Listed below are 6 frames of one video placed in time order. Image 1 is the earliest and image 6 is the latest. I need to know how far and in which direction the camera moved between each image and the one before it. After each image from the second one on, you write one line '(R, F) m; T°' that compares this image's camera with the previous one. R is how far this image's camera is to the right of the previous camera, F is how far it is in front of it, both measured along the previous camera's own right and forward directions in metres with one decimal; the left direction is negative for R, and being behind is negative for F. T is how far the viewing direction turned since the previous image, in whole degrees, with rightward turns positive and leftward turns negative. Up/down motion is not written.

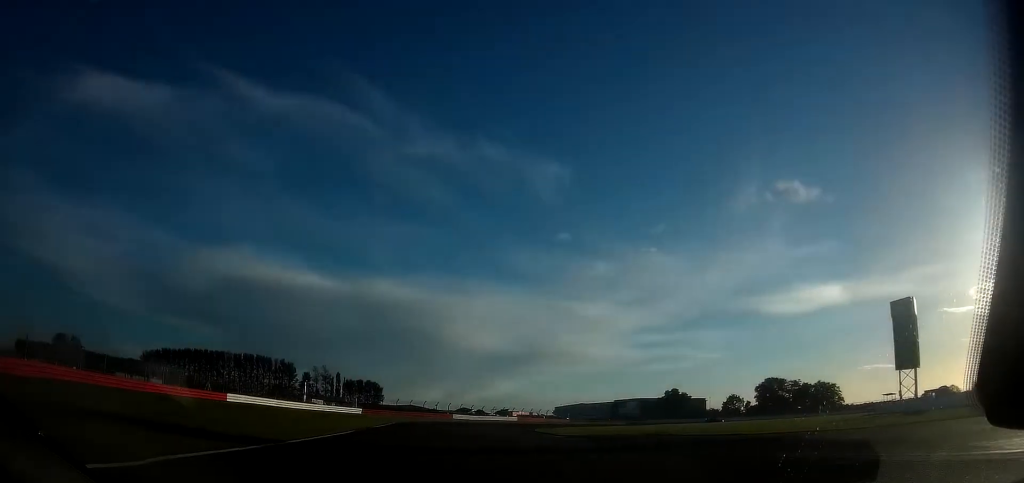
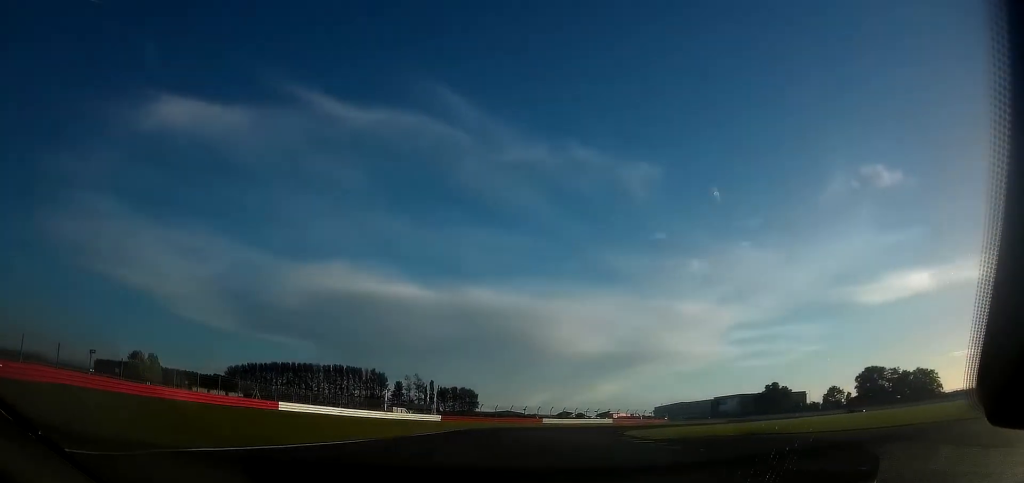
(-0.9, +10.4) m; -5°
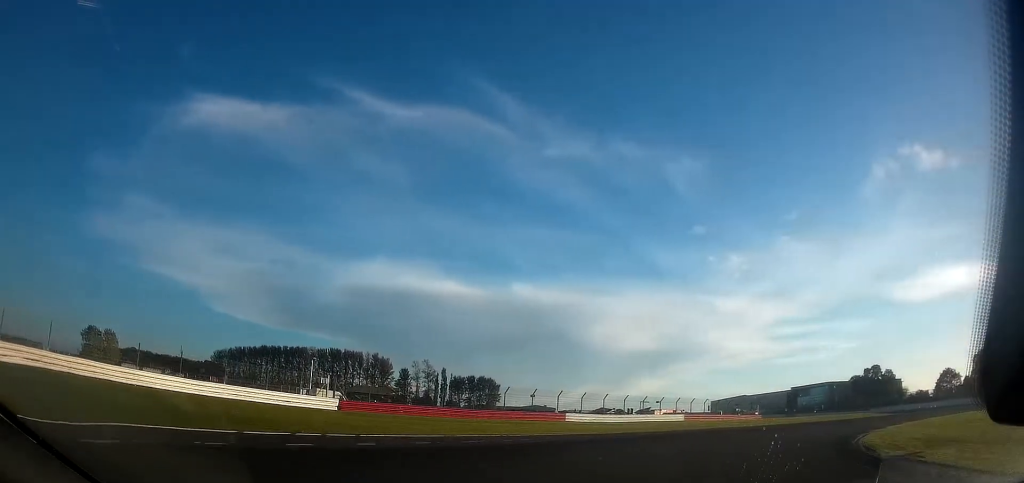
(+2.1, +66.4) m; +12°
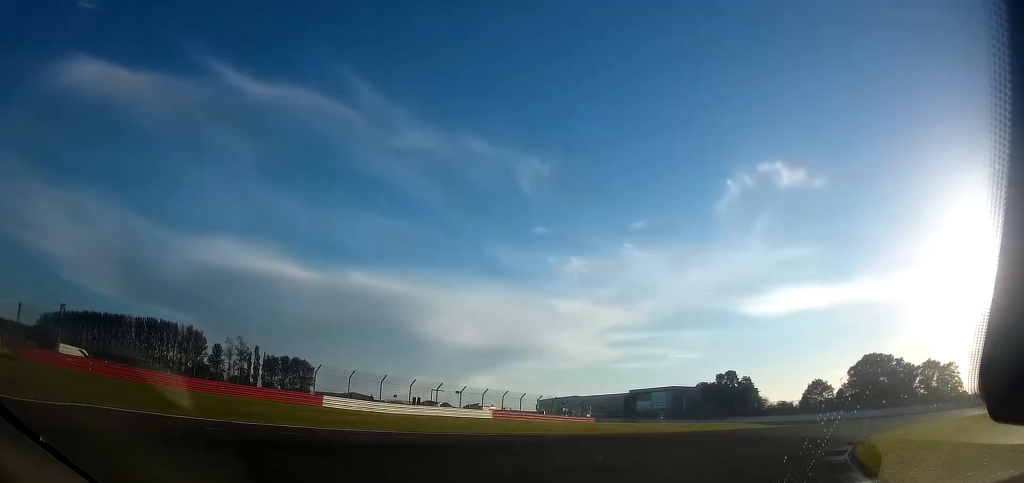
(+1.3, +22.2) m; +11°
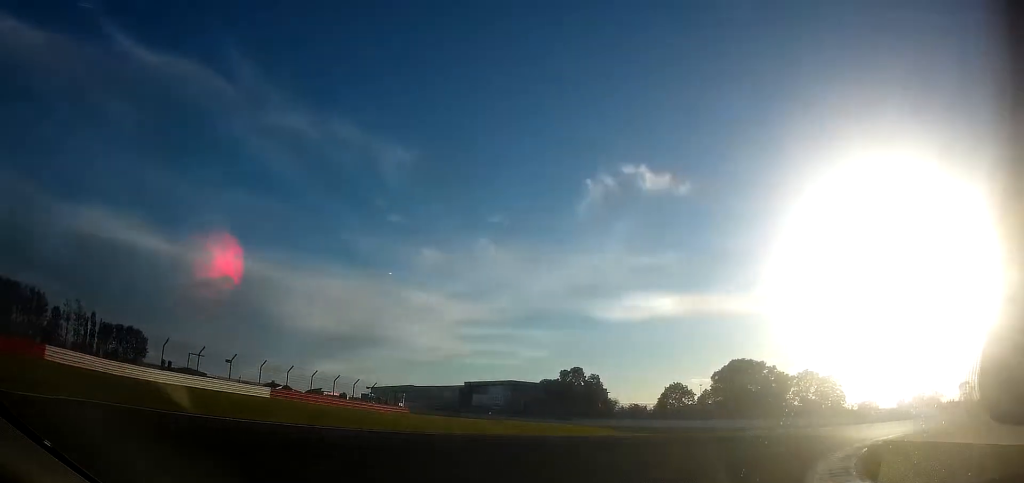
(+1.3, +17.2) m; +15°
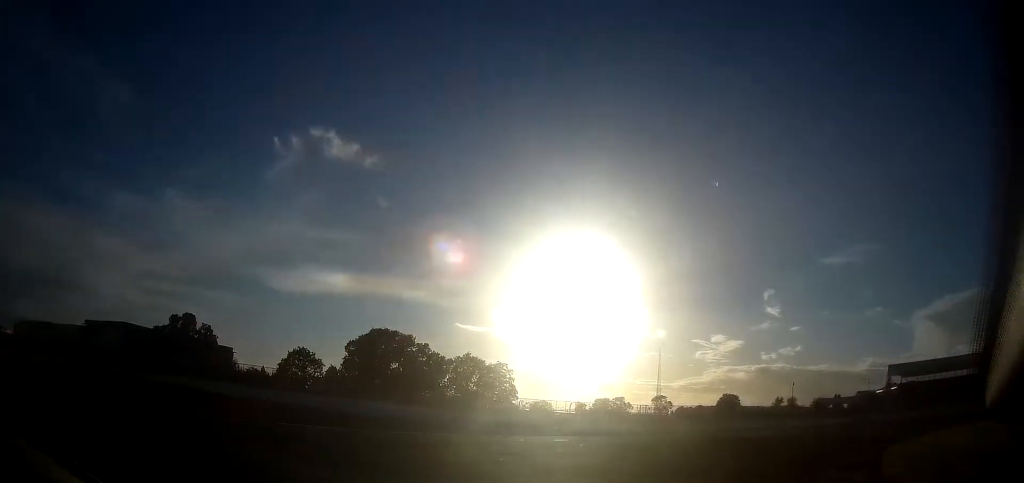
(+9.5, +28.3) m; +44°
